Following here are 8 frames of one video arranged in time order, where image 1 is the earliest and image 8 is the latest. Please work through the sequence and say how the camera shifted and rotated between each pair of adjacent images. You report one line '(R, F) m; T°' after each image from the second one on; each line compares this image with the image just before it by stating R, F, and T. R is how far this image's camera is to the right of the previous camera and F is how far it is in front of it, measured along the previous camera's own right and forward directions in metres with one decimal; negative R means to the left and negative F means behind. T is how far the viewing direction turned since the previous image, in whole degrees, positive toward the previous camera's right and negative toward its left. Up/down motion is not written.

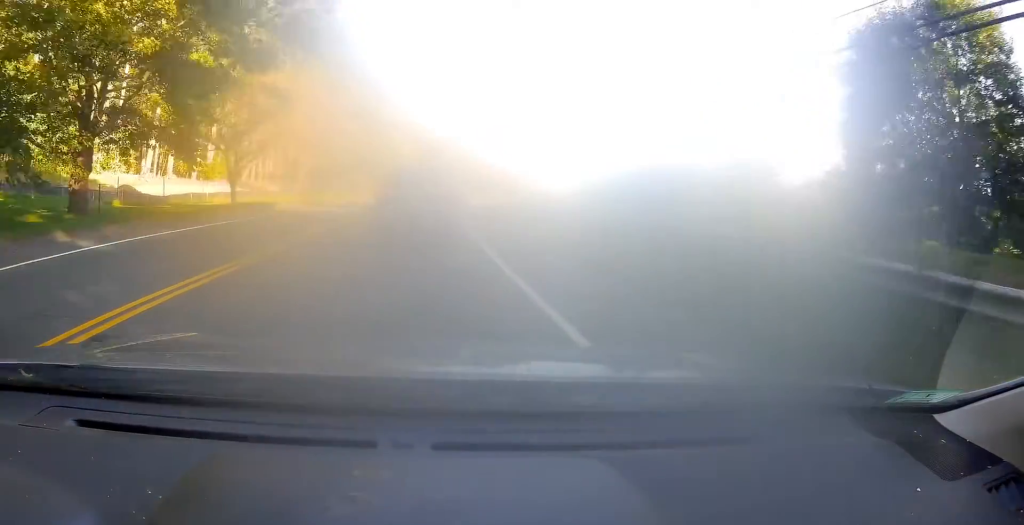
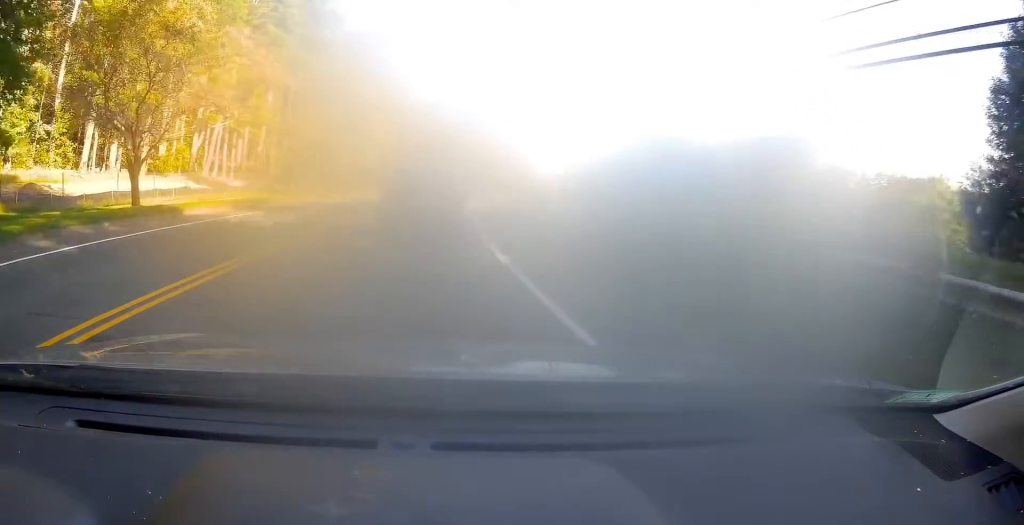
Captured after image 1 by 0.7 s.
(+0.1, +11.6) m; +2°
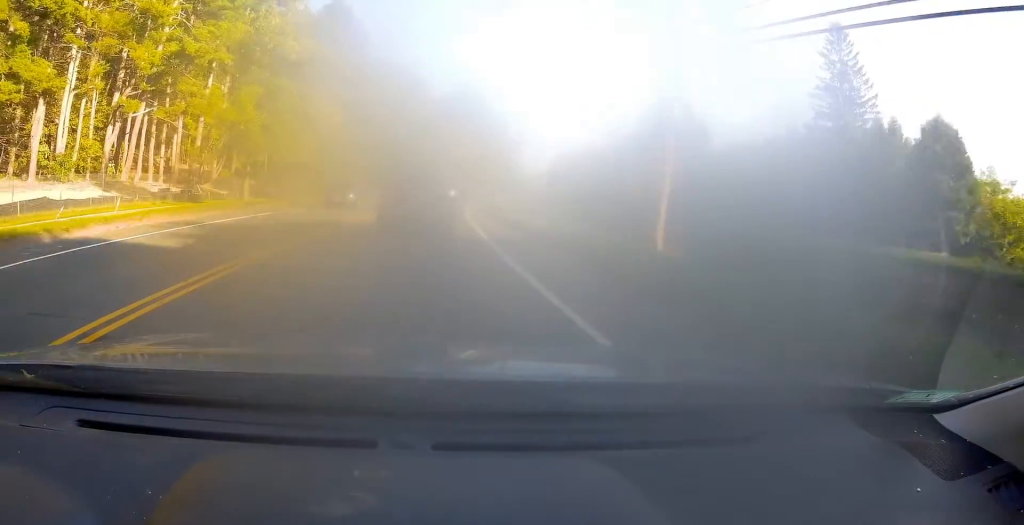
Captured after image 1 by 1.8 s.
(+0.5, +16.4) m; +2°
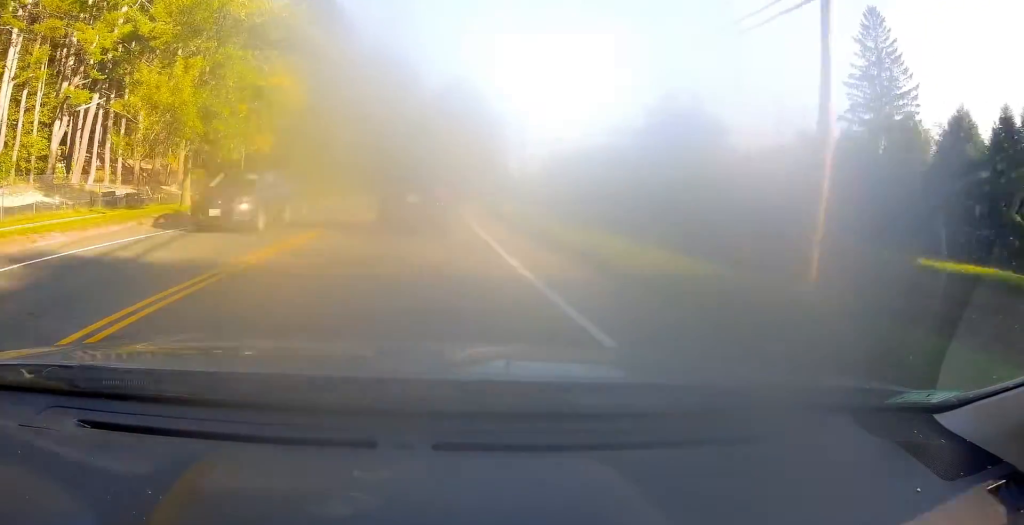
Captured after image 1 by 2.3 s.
(0.0, +7.9) m; +1°
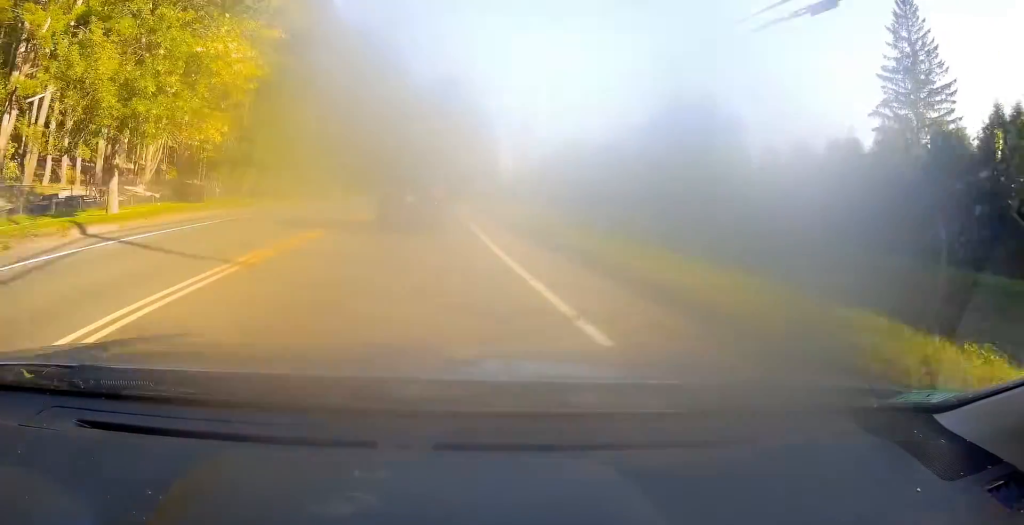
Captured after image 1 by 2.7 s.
(0.0, +6.3) m; 0°
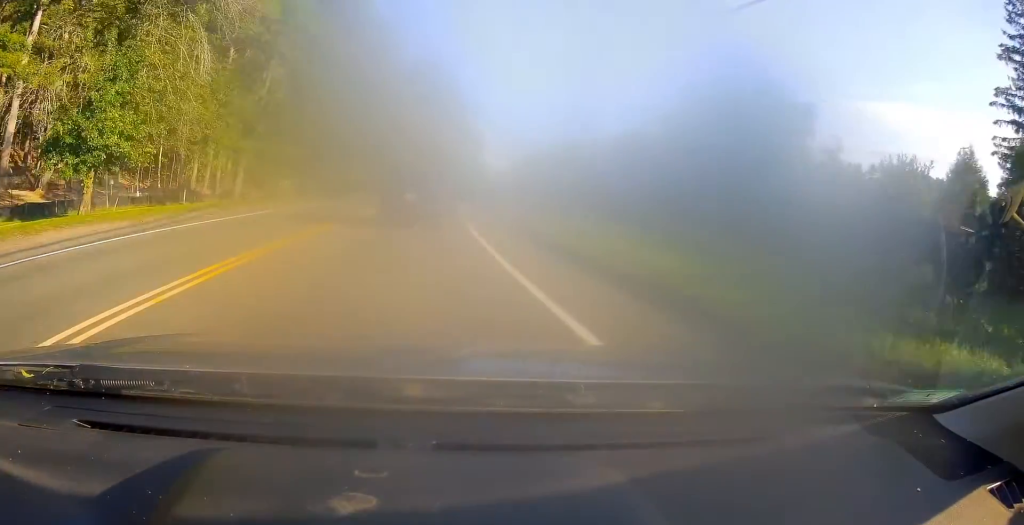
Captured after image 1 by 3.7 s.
(+0.1, +17.0) m; +3°
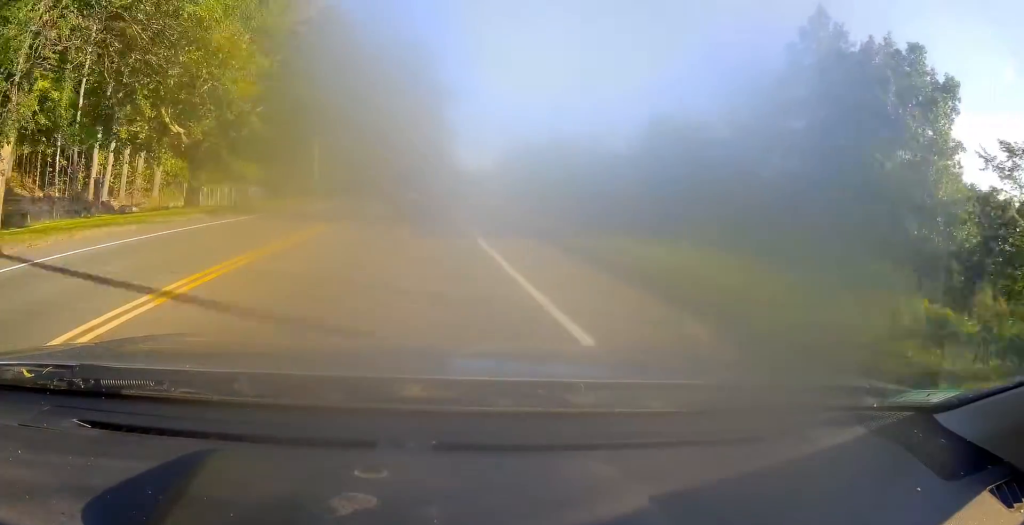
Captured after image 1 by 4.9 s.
(+1.0, +19.4) m; +3°
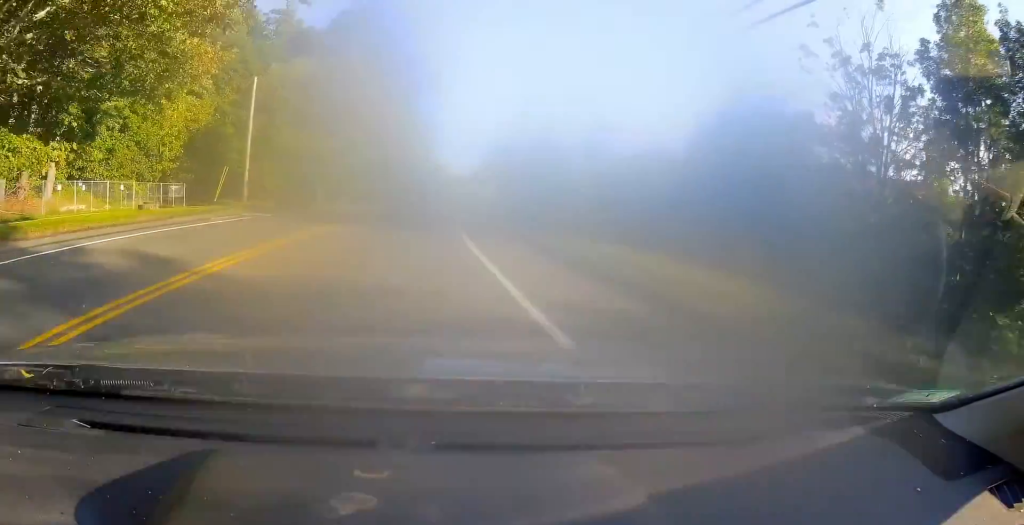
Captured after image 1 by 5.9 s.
(-0.3, +16.7) m; +2°
